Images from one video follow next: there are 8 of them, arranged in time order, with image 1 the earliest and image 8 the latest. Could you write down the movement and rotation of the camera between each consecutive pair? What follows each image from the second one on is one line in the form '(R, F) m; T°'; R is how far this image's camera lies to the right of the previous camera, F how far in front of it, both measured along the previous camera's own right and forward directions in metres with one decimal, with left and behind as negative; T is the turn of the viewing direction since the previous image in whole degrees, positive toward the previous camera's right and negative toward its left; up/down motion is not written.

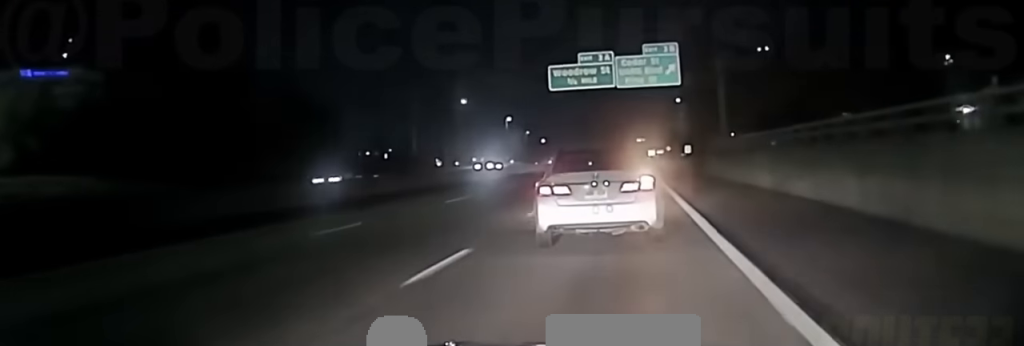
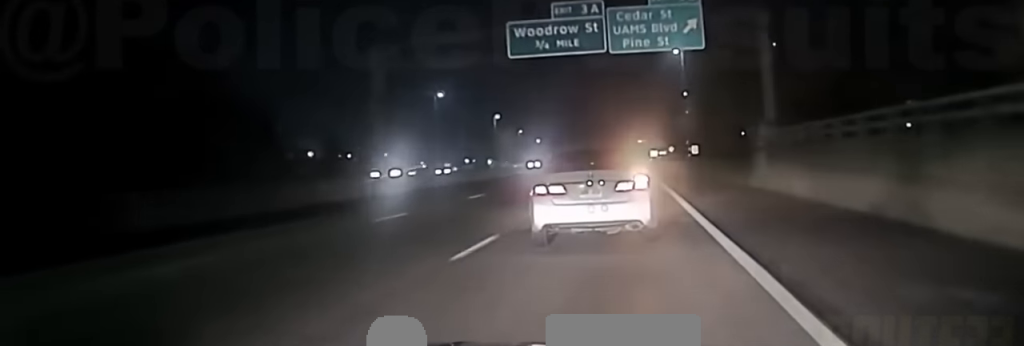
(0.0, +19.8) m; 0°
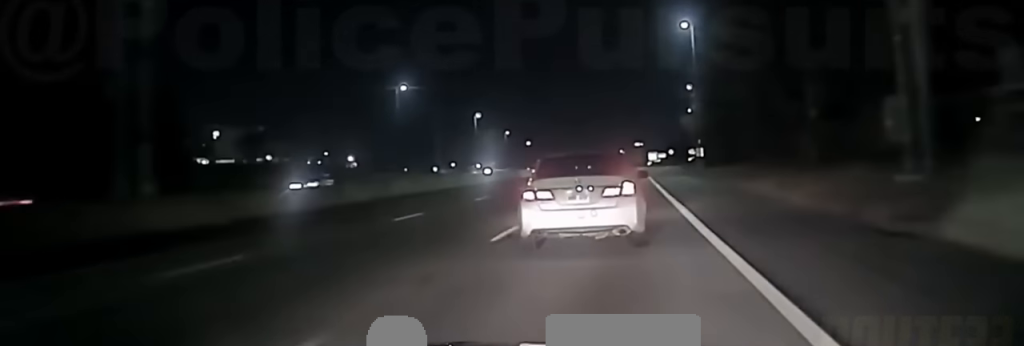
(+0.1, +24.1) m; 0°
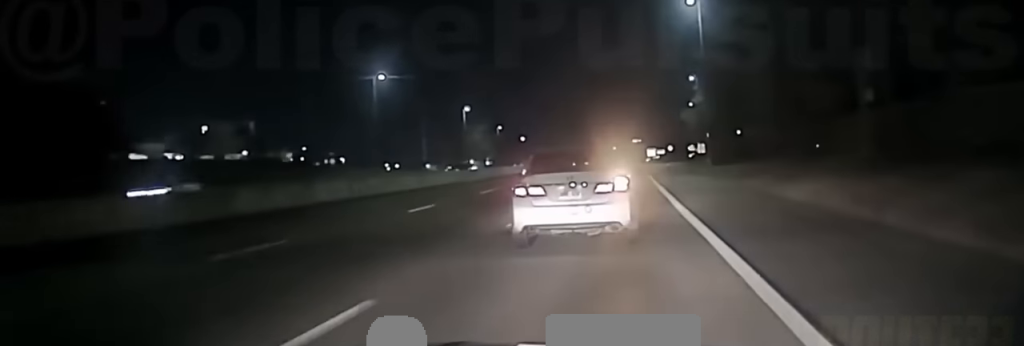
(+0.1, +11.3) m; 0°
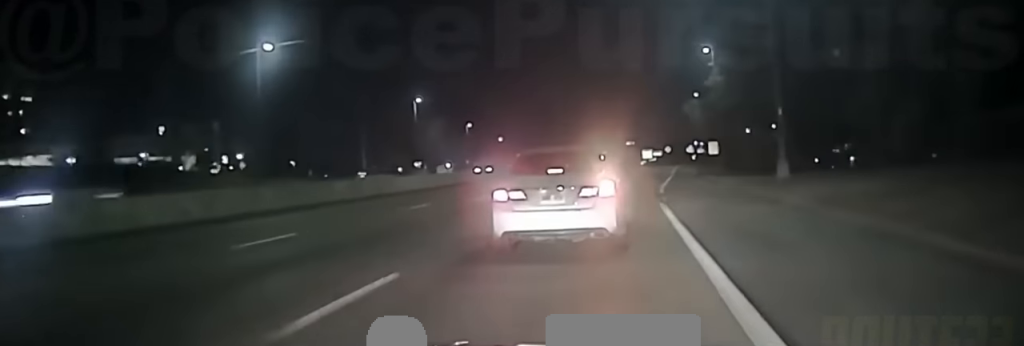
(-0.3, +36.3) m; 0°
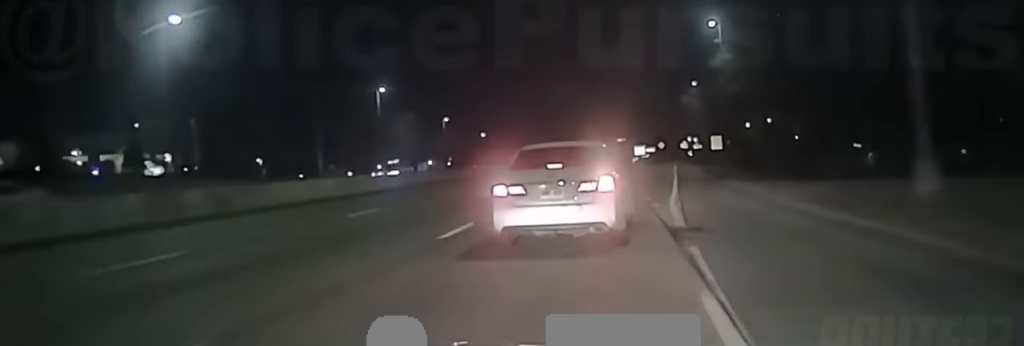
(-0.1, +16.1) m; +1°
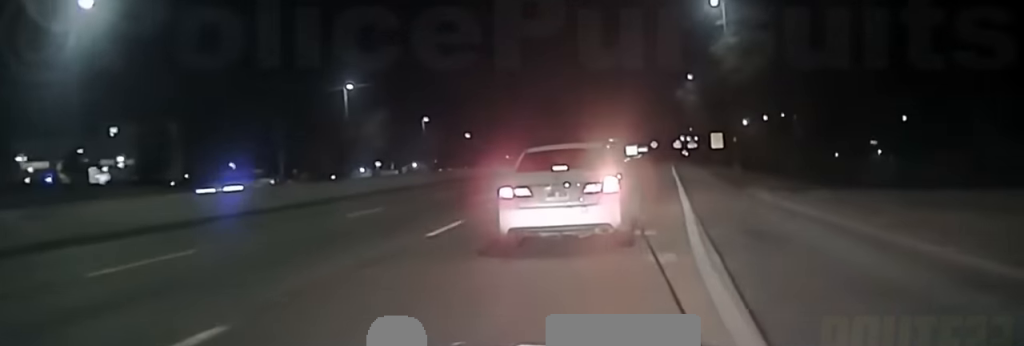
(+0.2, +11.9) m; +1°
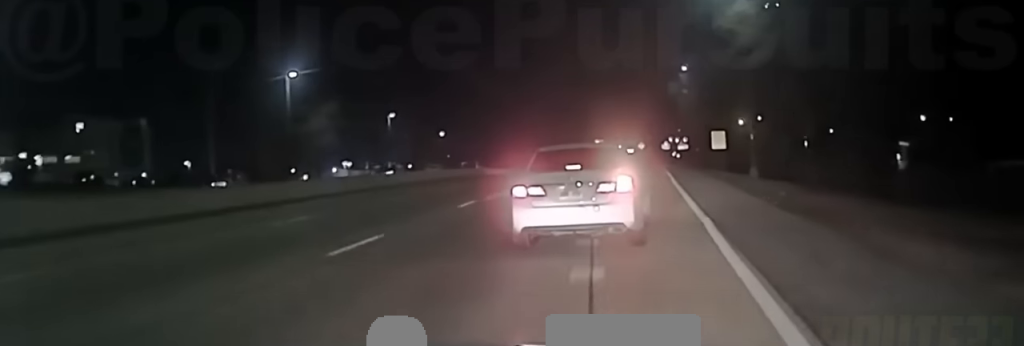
(+0.1, +15.4) m; +1°
